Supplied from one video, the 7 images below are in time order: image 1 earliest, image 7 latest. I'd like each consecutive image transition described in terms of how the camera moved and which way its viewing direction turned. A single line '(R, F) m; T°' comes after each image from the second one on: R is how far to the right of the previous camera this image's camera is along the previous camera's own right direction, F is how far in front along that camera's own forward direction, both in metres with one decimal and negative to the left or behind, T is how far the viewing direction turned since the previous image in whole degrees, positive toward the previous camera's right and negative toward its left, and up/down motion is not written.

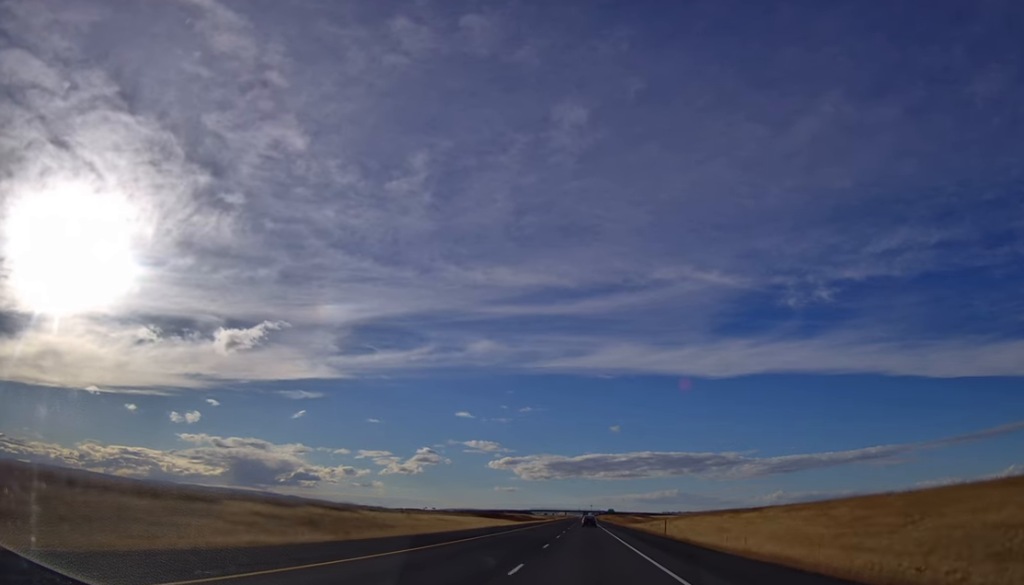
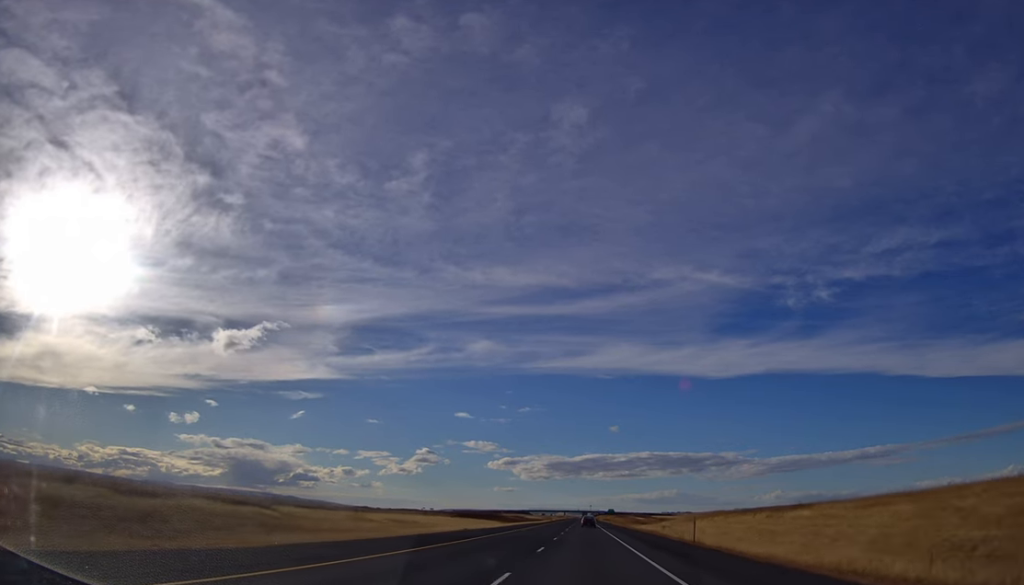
(+0.1, +14.8) m; 0°
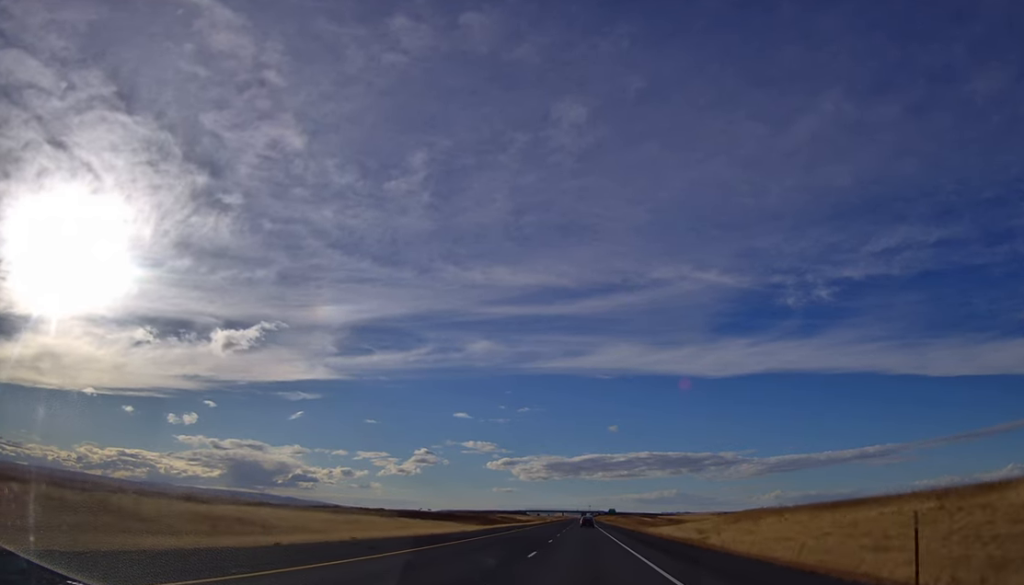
(+0.2, +27.5) m; 0°
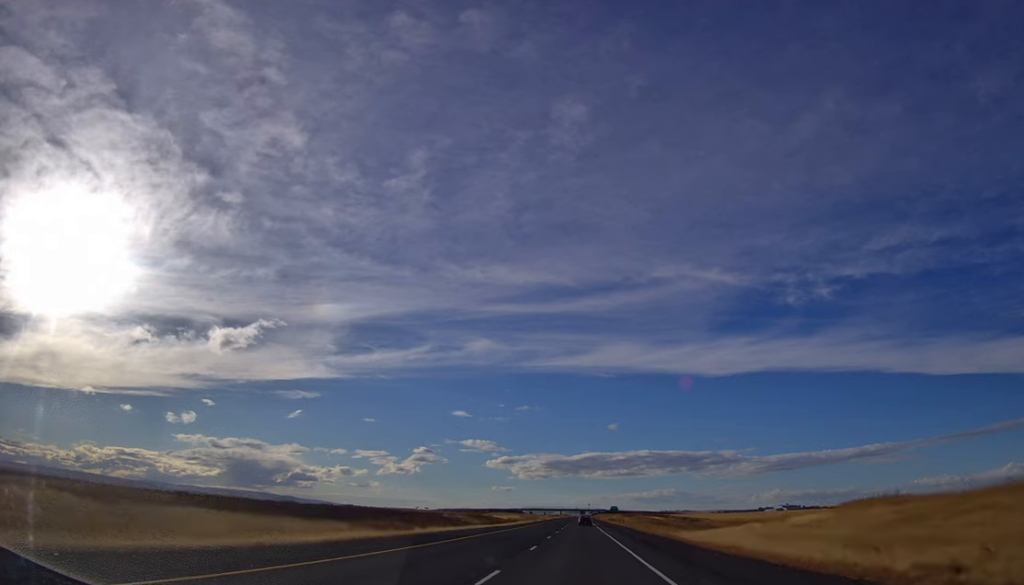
(-0.4, +33.7) m; +1°
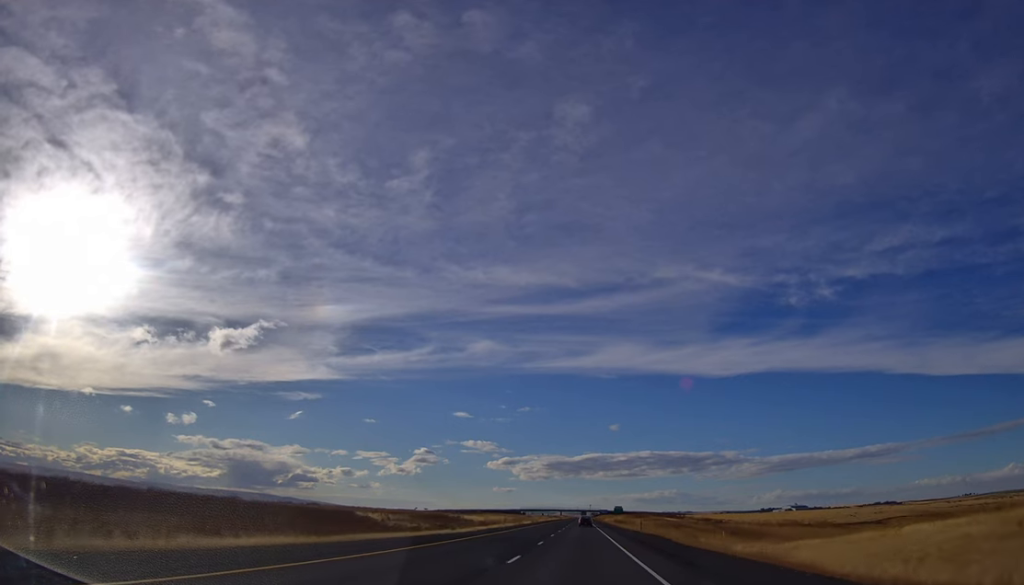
(+0.7, +30.6) m; 0°
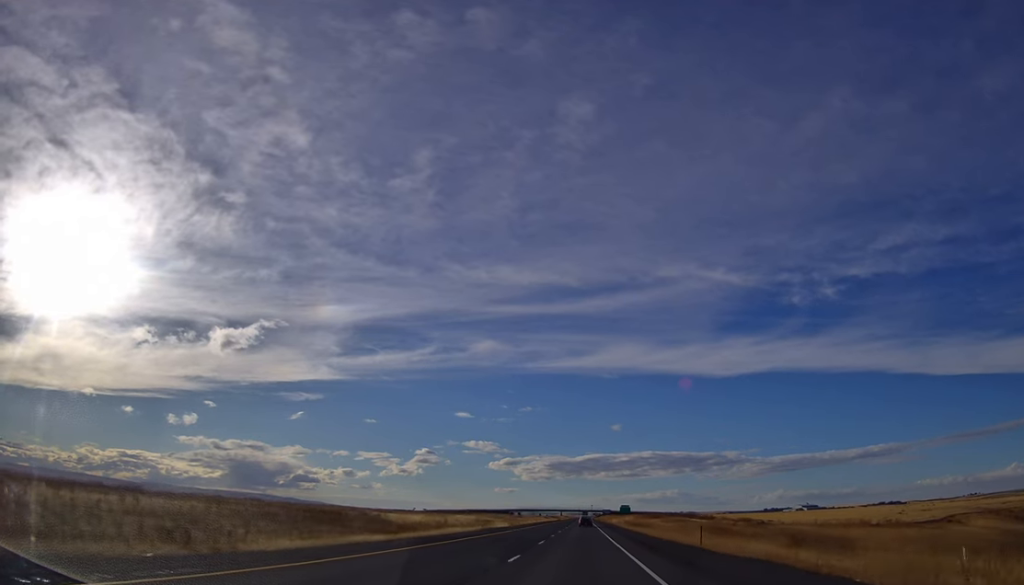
(-0.8, +36.2) m; -1°
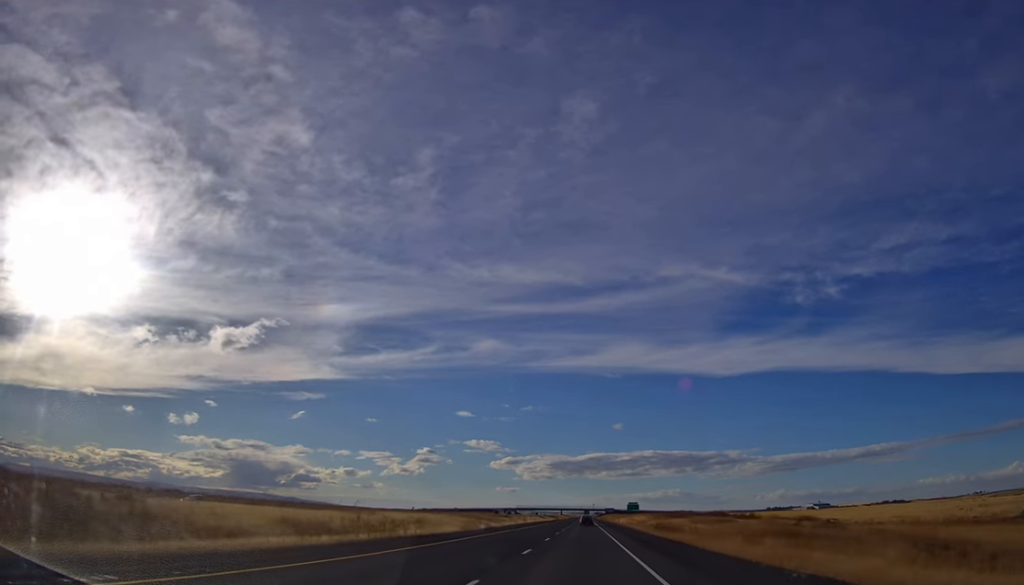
(+0.4, +33.1) m; +2°
